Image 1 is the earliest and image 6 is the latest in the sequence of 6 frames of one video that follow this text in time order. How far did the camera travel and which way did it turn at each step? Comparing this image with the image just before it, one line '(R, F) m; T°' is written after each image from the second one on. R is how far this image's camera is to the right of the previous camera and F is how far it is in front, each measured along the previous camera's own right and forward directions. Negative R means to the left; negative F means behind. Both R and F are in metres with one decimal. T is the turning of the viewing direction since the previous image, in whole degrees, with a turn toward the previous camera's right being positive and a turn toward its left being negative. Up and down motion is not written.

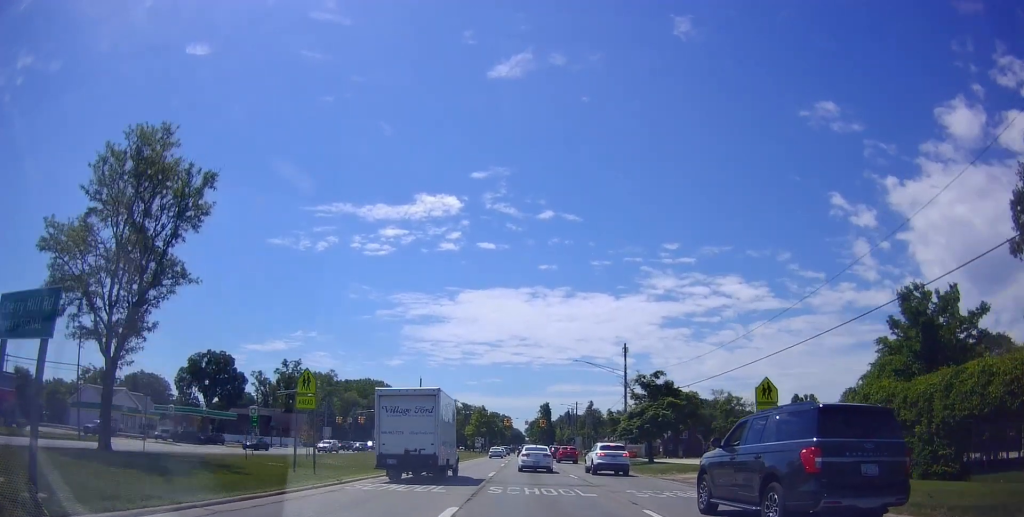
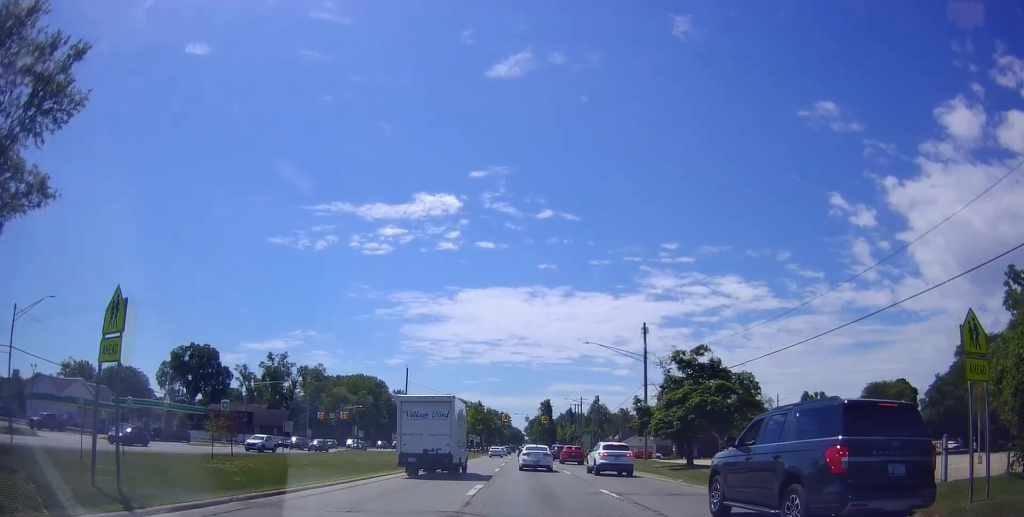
(+0.6, +10.8) m; +2°
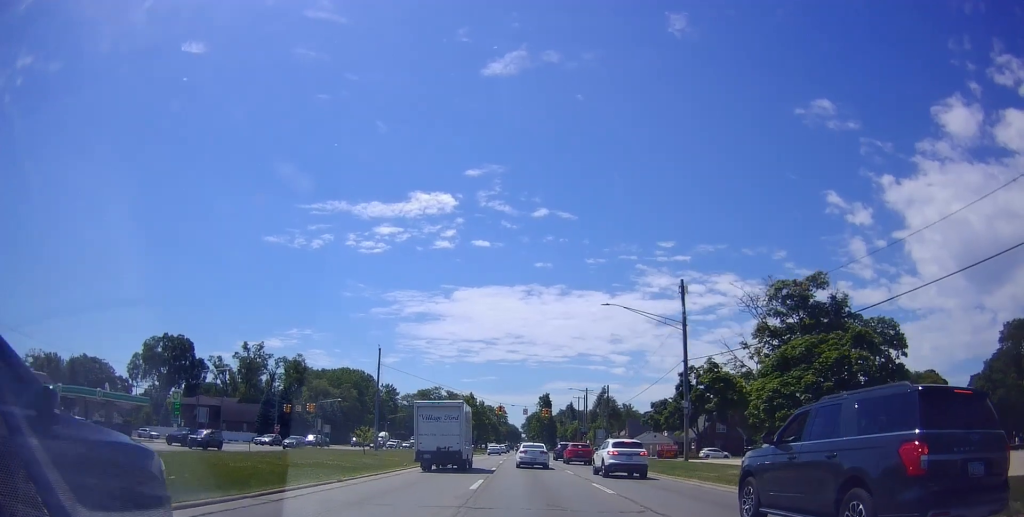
(-0.2, +14.5) m; 0°
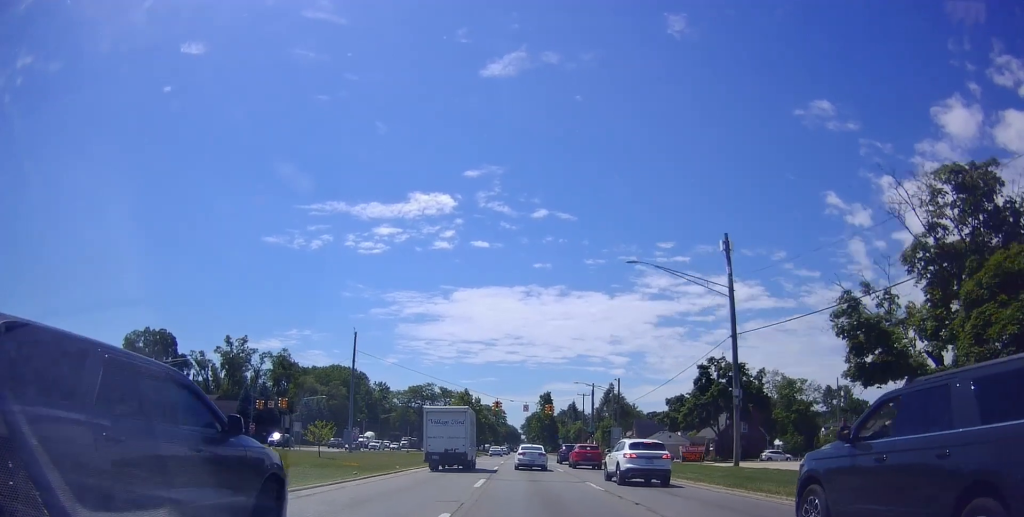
(+0.2, +9.8) m; -1°
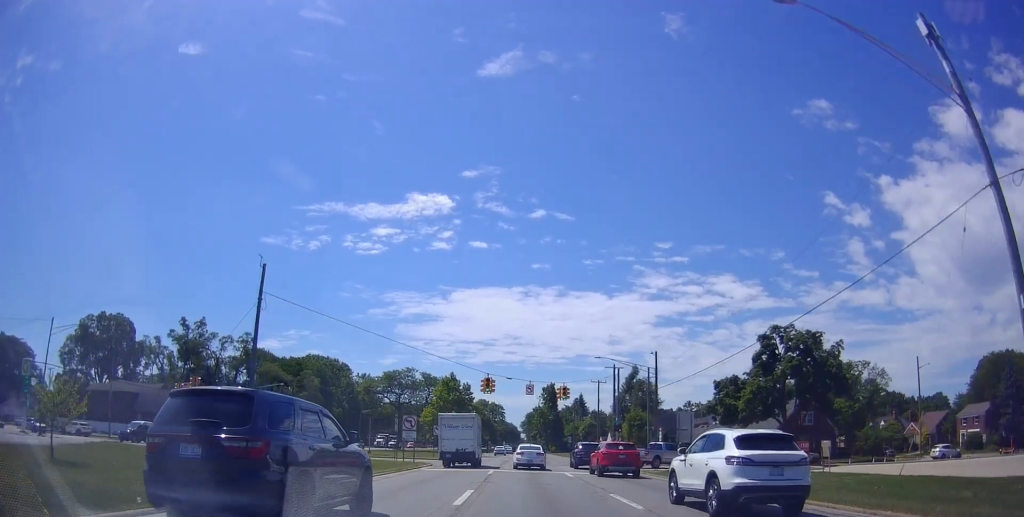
(-0.6, +21.0) m; 0°
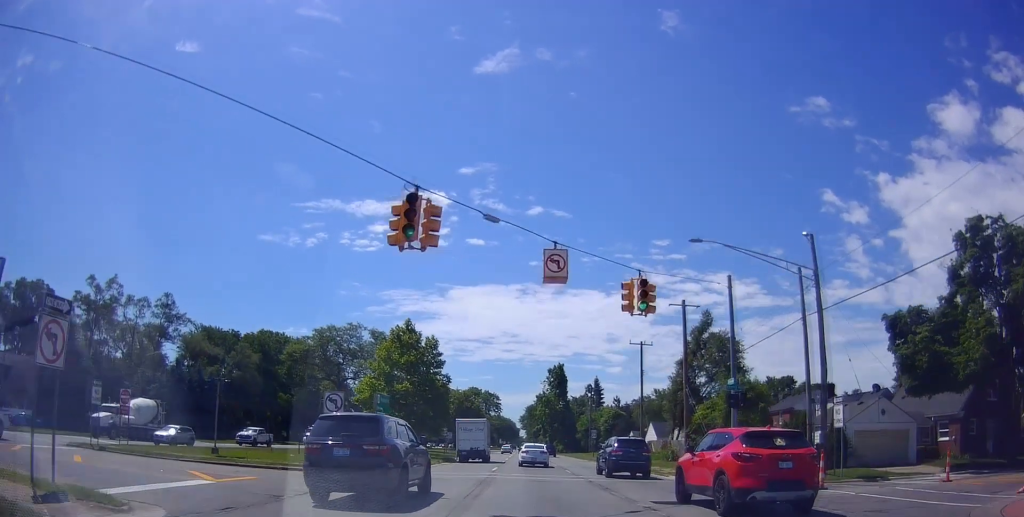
(+1.6, +32.1) m; +2°
